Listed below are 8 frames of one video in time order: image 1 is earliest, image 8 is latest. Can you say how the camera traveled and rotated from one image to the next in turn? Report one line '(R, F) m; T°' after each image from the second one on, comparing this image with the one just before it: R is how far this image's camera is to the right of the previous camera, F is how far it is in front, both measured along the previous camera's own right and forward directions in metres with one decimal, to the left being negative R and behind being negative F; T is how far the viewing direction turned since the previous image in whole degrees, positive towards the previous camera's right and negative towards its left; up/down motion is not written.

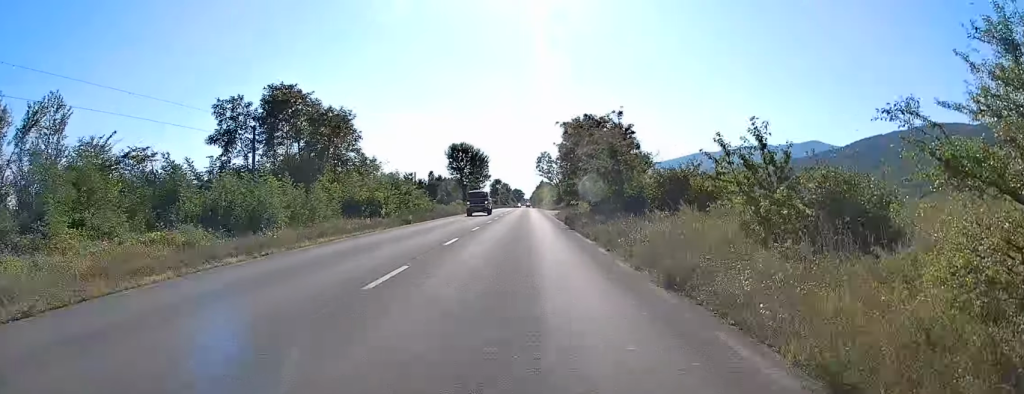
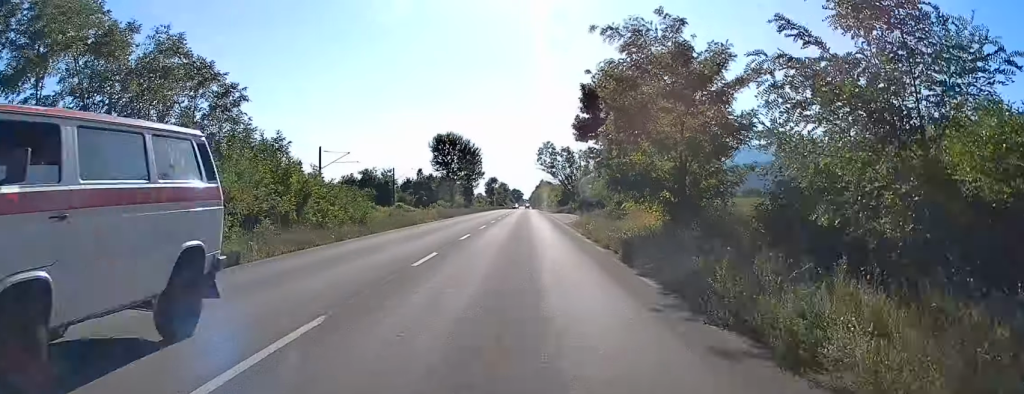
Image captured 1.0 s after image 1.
(0.0, +23.1) m; 0°
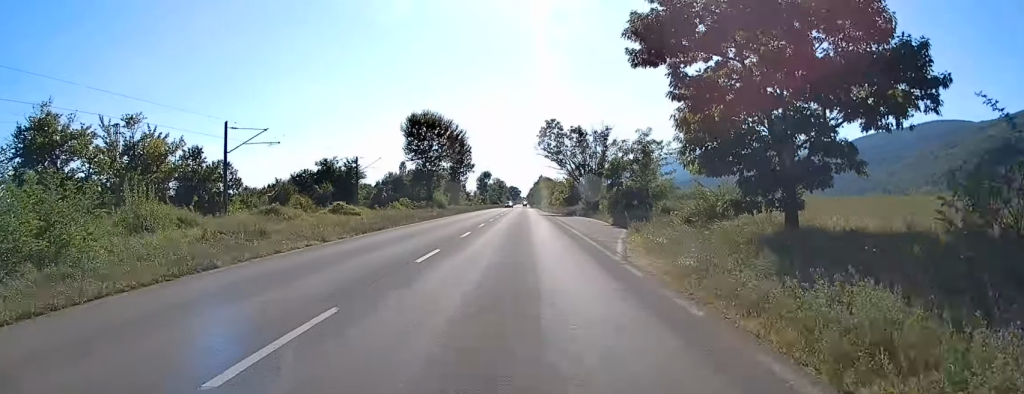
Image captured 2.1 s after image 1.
(0.0, +26.4) m; 0°
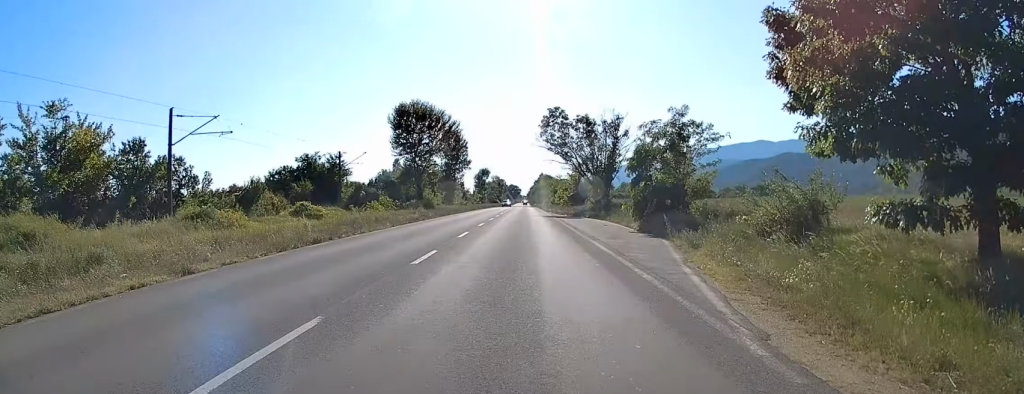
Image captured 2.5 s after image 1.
(0.0, +9.5) m; 0°
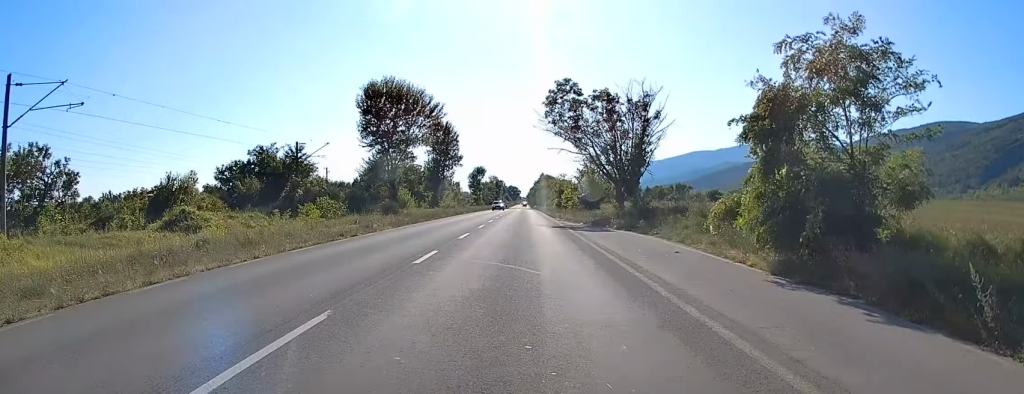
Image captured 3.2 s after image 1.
(0.0, +17.4) m; 0°
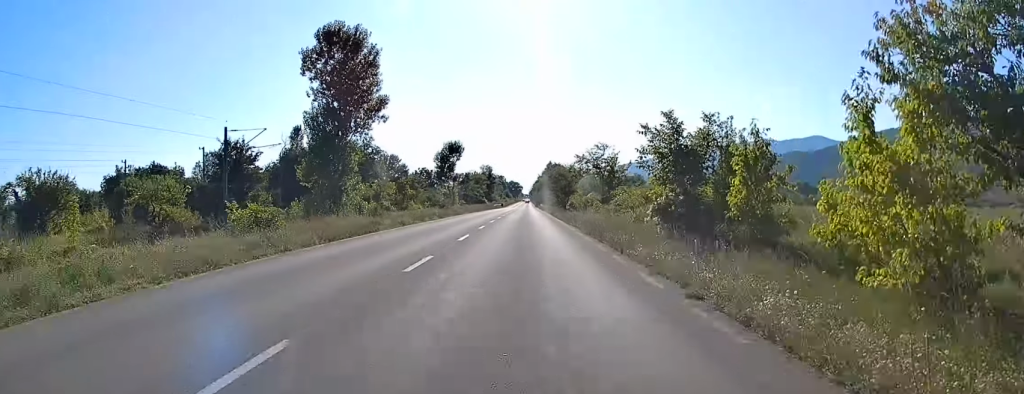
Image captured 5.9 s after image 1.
(+0.4, +64.0) m; 0°
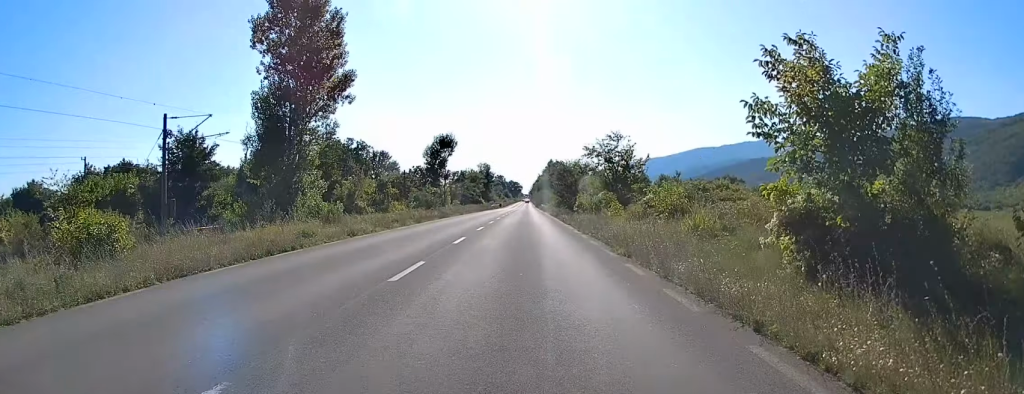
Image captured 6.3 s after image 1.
(0.0, +10.3) m; 0°
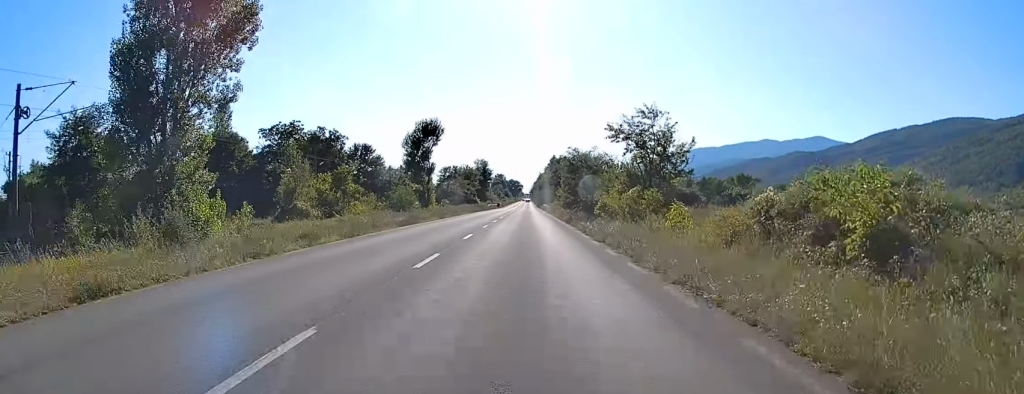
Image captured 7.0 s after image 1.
(0.0, +15.9) m; 0°
